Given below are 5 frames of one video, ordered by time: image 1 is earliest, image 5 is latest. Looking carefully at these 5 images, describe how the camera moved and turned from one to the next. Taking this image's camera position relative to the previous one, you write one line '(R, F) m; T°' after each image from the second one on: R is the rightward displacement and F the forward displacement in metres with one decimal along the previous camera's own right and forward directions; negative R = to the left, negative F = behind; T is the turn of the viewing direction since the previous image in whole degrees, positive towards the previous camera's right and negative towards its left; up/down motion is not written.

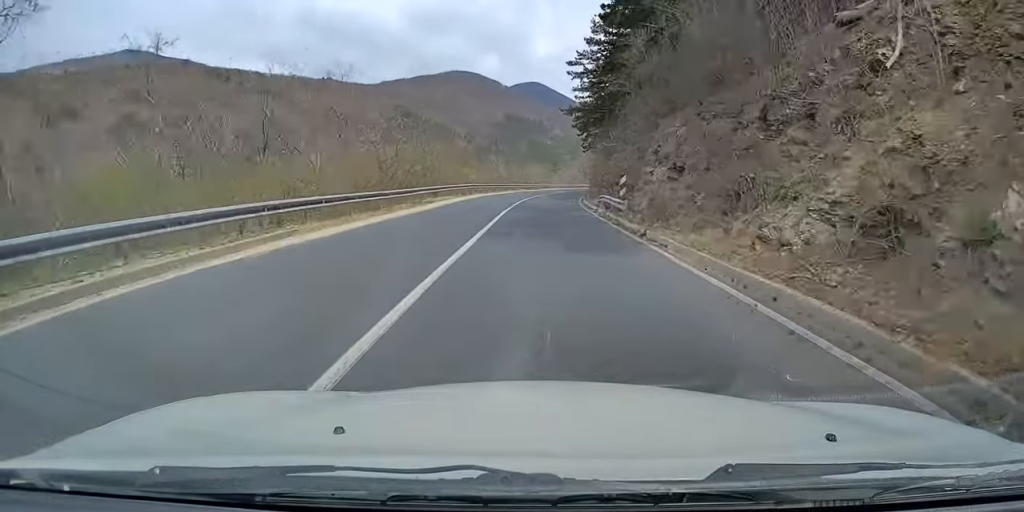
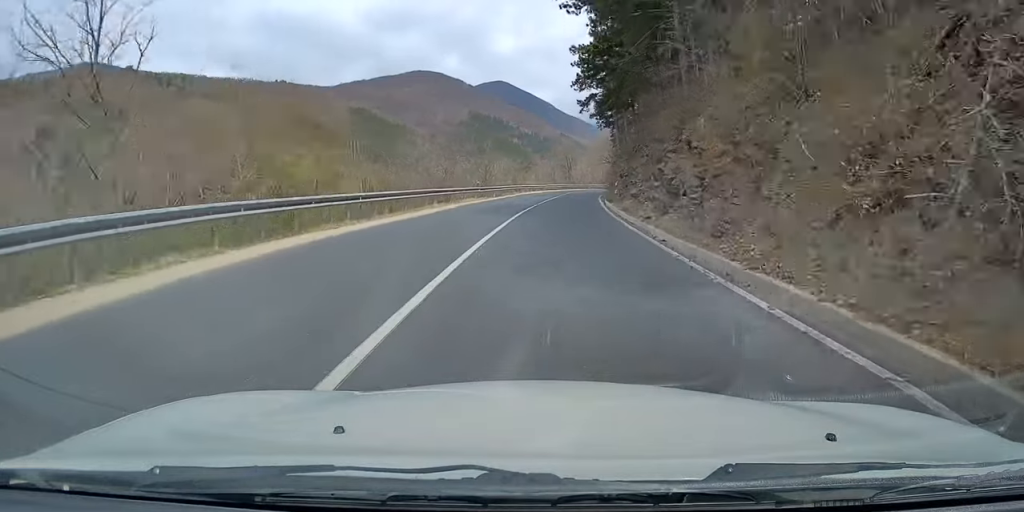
(+0.1, +41.1) m; +3°
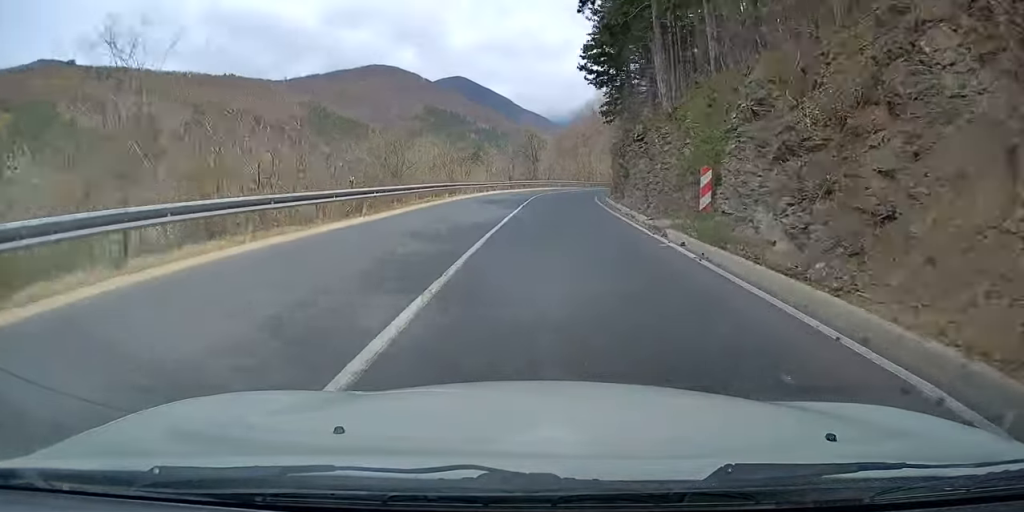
(+1.1, +31.4) m; +4°
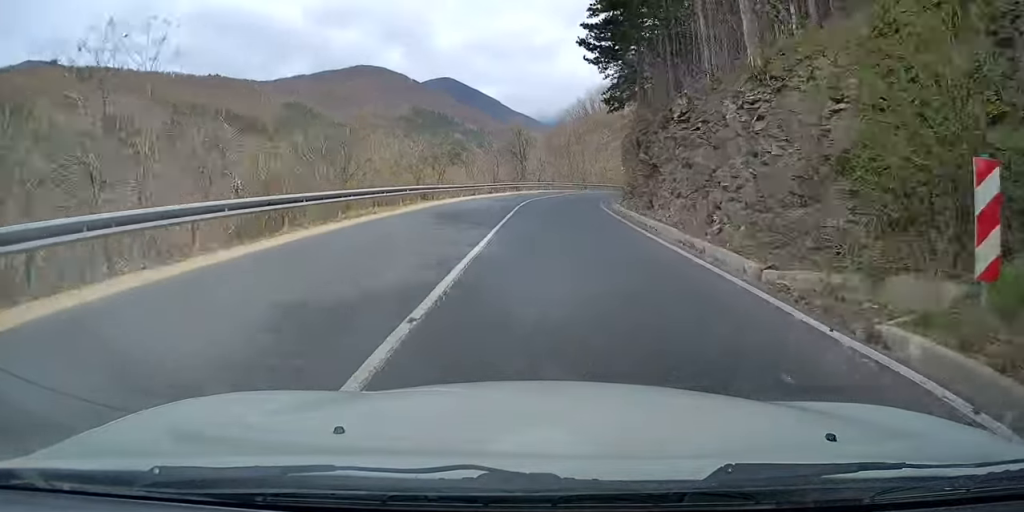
(+0.1, +10.3) m; +1°
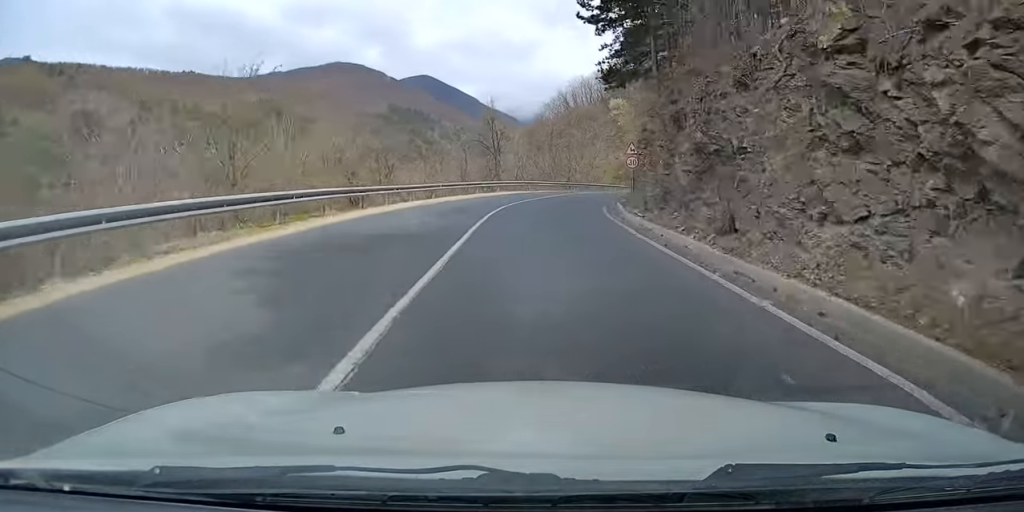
(+0.1, +11.4) m; +2°
